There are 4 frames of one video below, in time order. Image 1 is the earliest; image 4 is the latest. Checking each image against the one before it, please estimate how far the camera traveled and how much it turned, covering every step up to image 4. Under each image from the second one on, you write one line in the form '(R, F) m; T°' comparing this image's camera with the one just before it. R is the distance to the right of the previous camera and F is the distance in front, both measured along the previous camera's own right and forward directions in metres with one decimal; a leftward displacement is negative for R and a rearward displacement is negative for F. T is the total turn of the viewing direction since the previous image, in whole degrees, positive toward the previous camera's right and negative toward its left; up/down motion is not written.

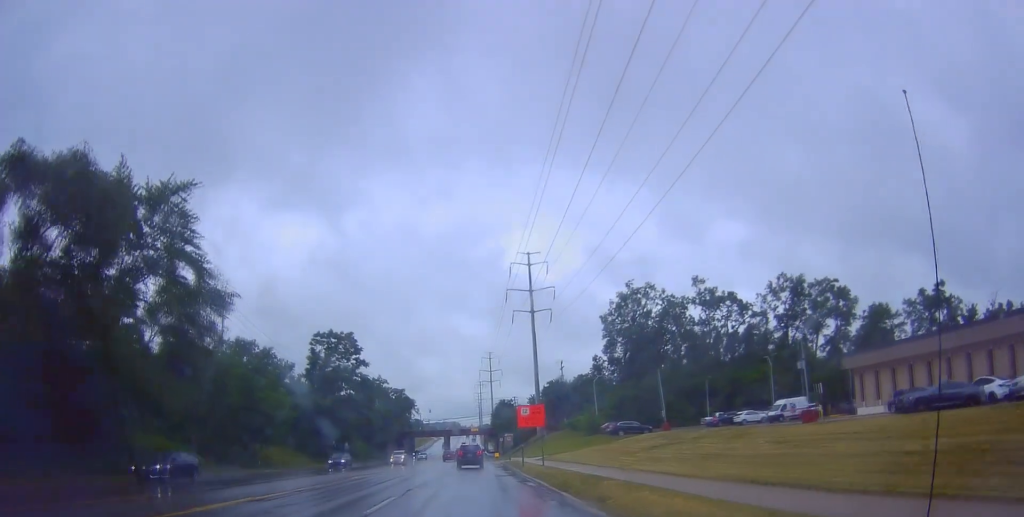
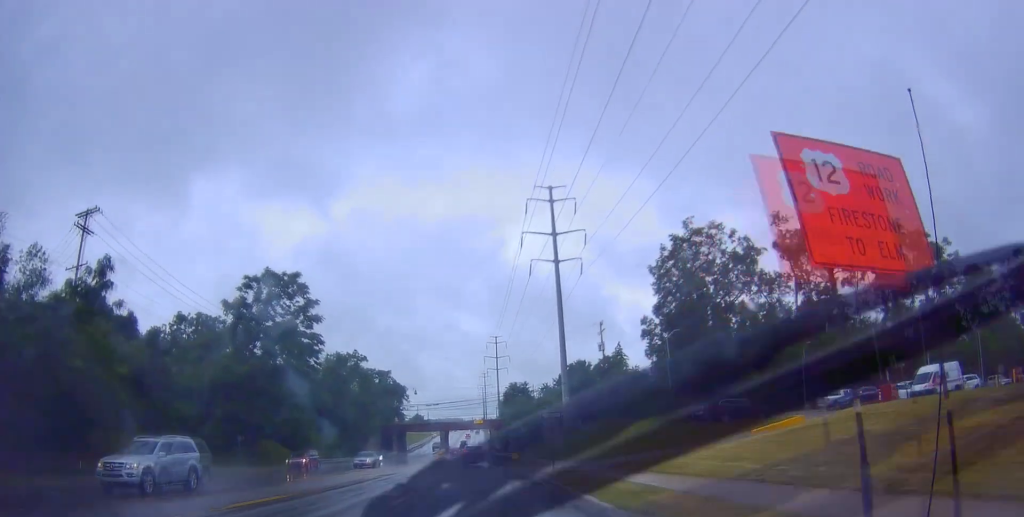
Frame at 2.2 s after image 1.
(-0.4, +26.6) m; +3°
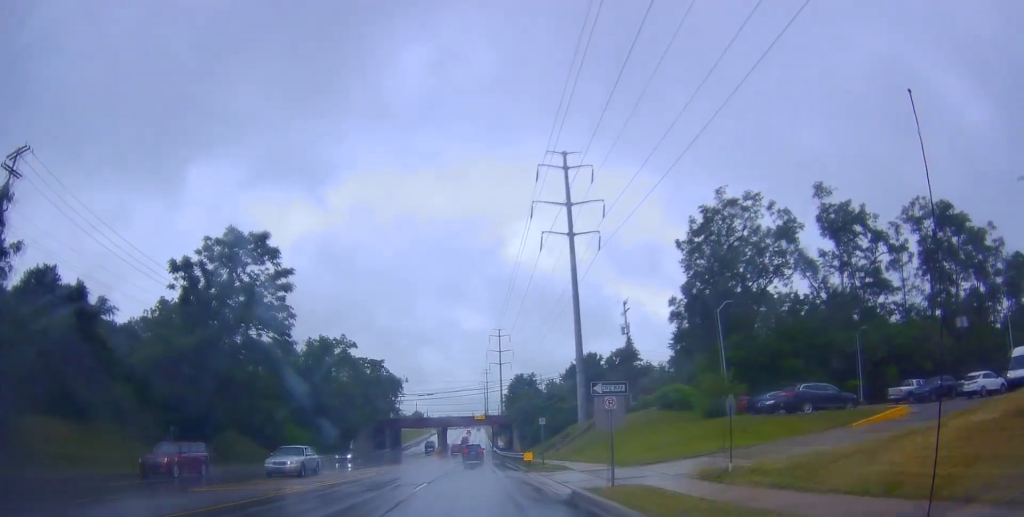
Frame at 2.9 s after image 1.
(+0.6, +9.8) m; -1°
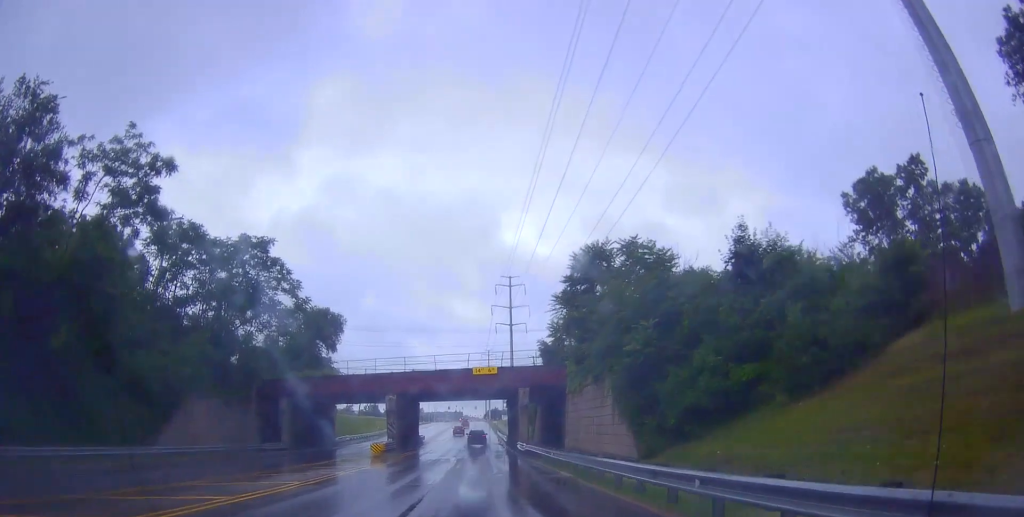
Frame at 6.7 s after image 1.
(-1.7, +57.2) m; -2°
